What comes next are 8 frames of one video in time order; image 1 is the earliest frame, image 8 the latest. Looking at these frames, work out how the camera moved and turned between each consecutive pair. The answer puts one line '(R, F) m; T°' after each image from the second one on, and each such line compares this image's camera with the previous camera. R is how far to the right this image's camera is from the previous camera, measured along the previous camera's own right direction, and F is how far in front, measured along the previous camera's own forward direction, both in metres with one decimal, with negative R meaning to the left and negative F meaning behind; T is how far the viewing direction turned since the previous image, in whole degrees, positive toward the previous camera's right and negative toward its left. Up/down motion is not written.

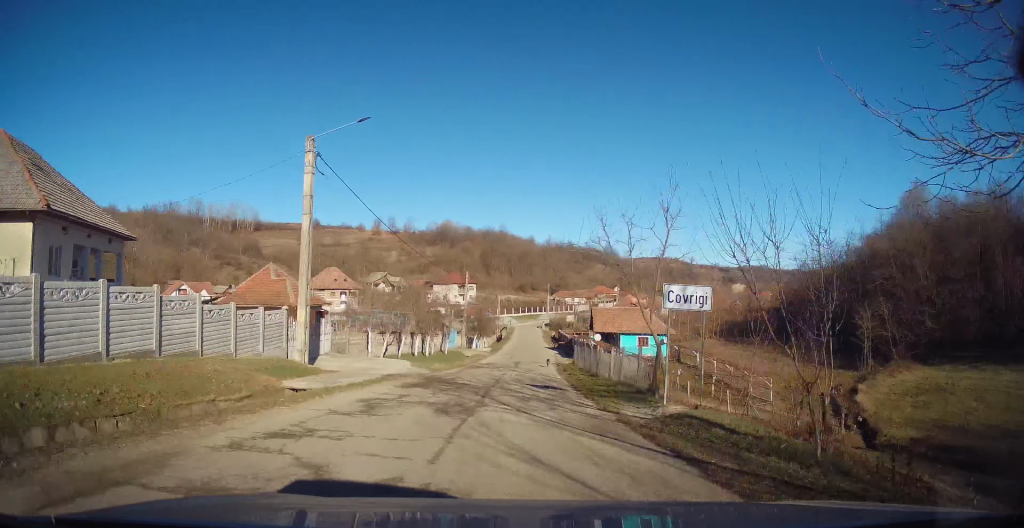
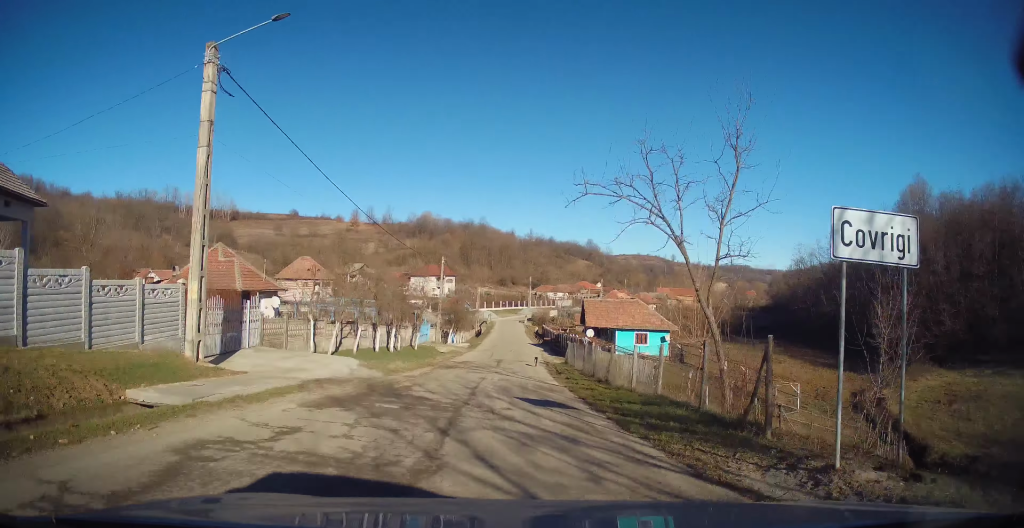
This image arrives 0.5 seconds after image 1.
(+0.1, +6.2) m; +1°
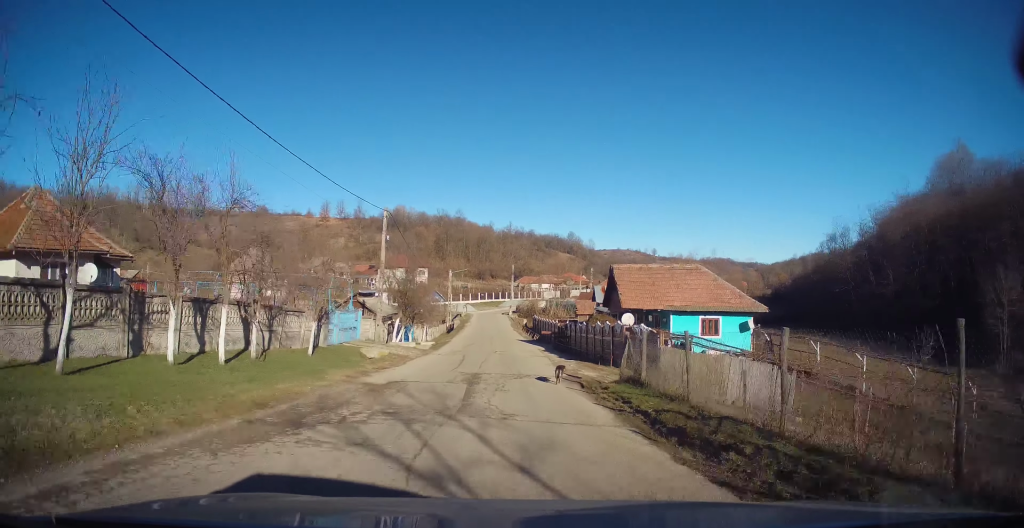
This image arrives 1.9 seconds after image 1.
(+0.2, +18.2) m; +4°
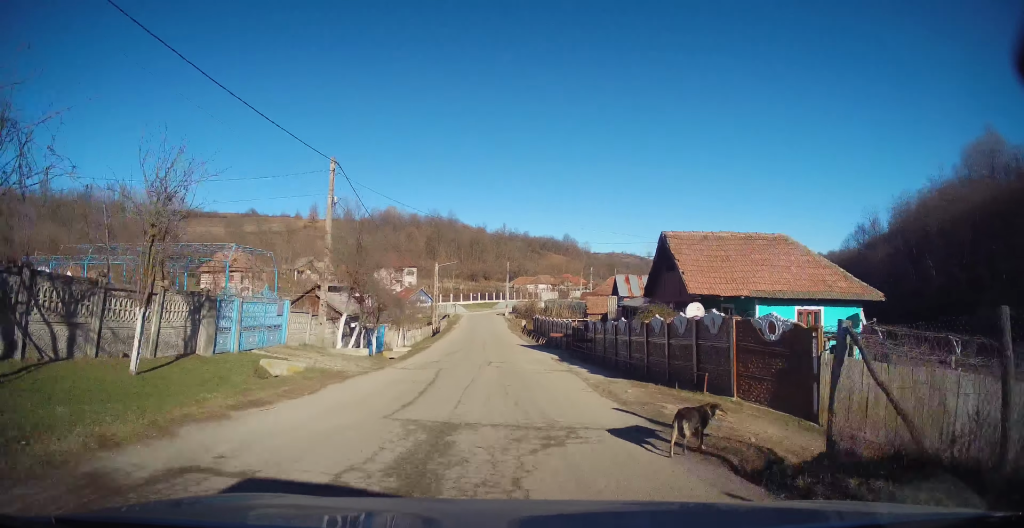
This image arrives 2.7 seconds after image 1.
(+0.3, +9.6) m; +1°
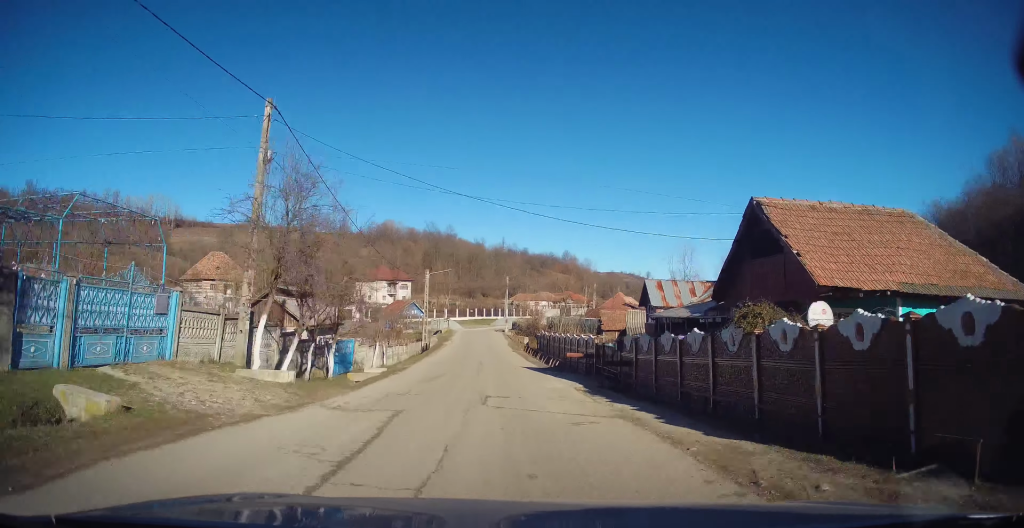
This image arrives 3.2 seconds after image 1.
(+0.3, +7.0) m; 0°
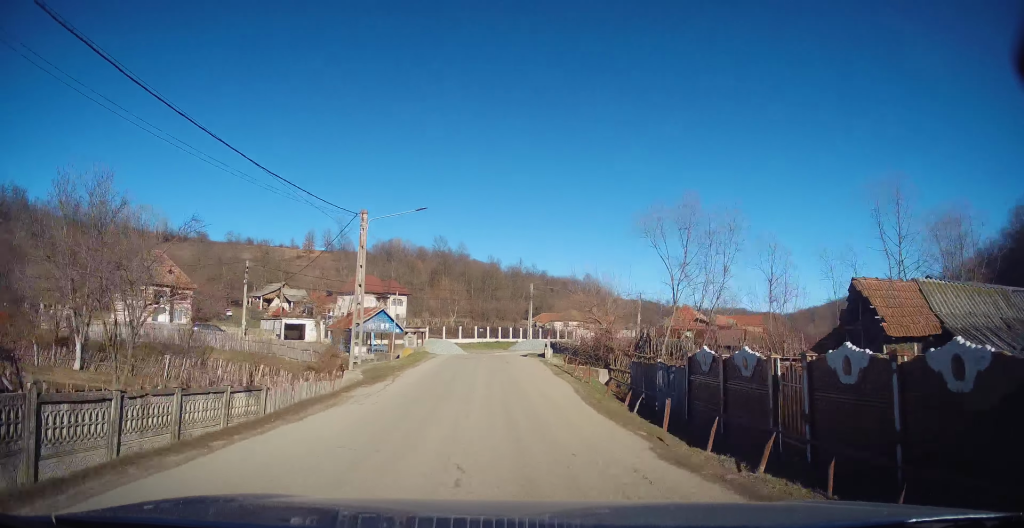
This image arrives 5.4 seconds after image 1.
(-0.8, +29.2) m; -2°
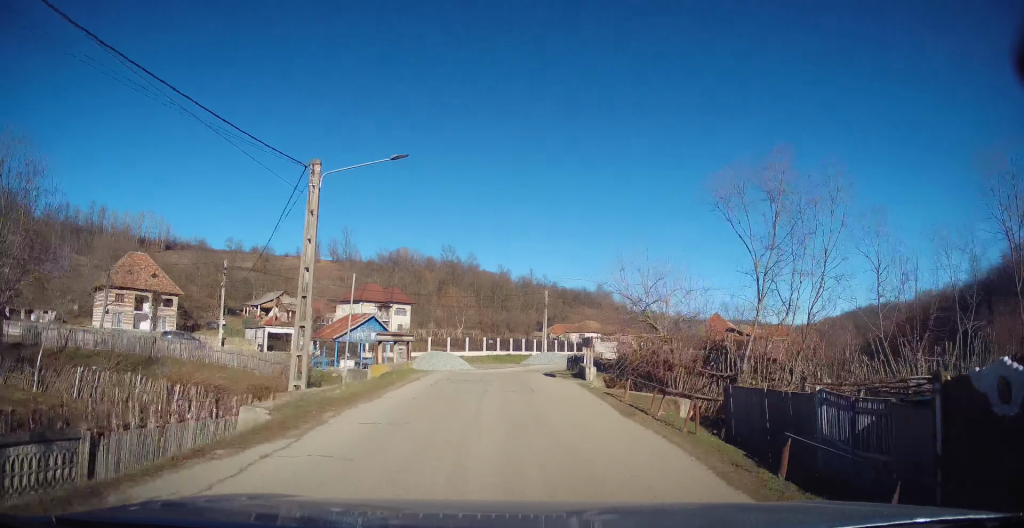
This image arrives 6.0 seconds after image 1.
(-0.1, +7.4) m; -1°
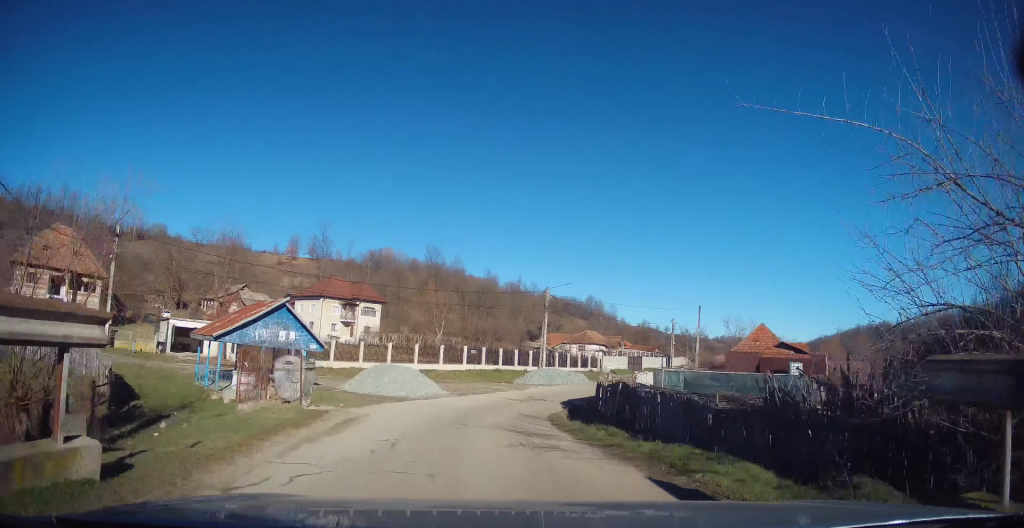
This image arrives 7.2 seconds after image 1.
(-0.2, +15.6) m; 0°
